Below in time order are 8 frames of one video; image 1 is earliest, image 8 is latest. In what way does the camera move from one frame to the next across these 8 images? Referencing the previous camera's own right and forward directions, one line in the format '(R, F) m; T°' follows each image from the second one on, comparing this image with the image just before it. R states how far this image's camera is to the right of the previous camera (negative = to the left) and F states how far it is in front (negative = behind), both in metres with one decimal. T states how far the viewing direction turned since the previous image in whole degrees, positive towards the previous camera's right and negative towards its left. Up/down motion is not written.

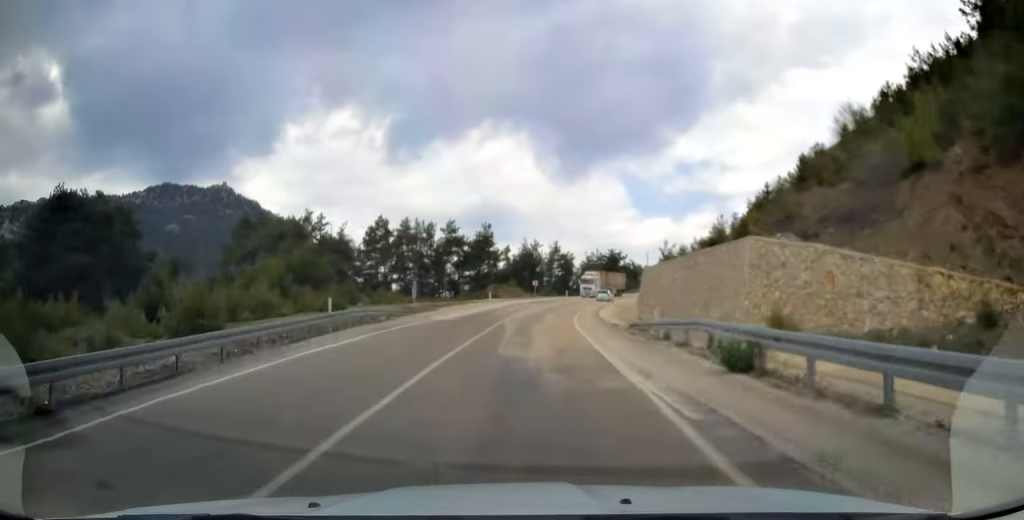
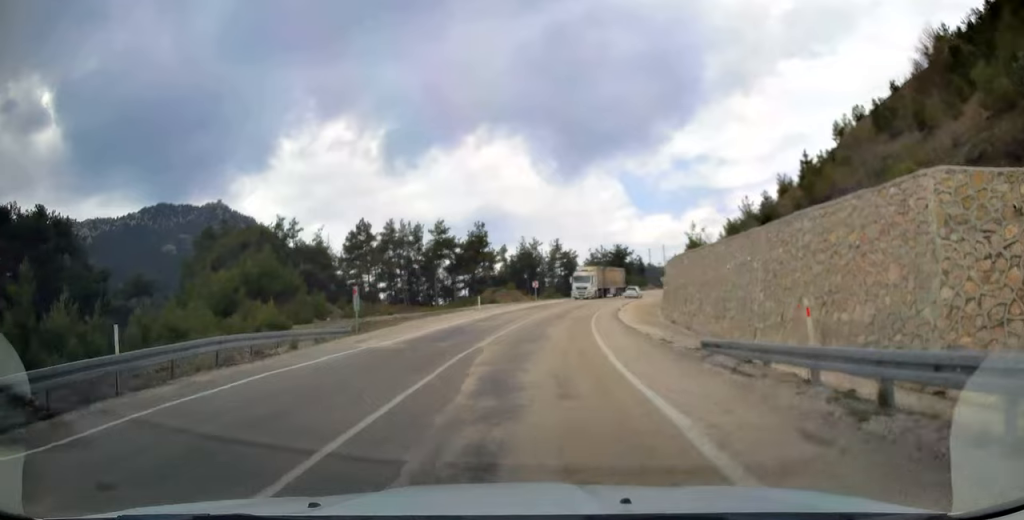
(-0.2, +12.3) m; -1°
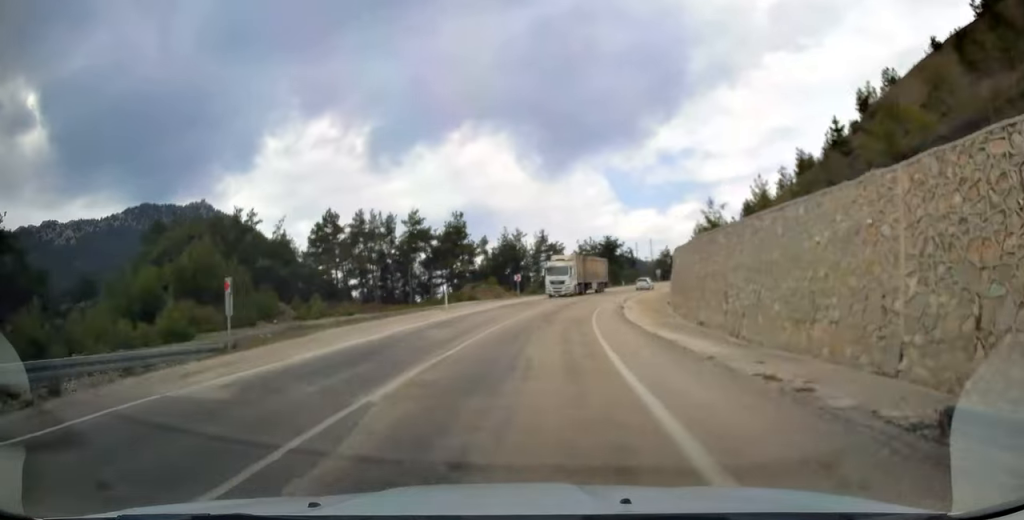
(-0.1, +10.2) m; +1°
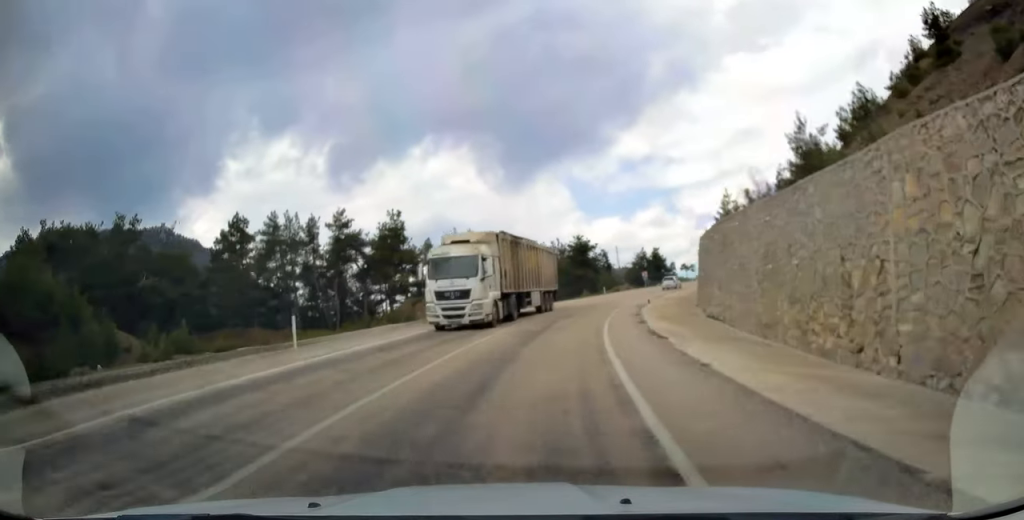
(+0.5, +20.9) m; +5°
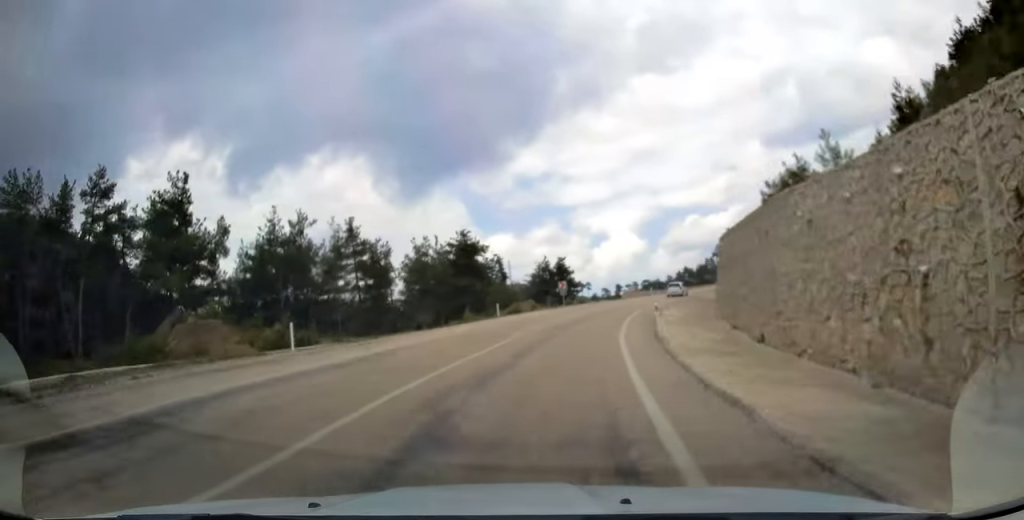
(+3.0, +32.5) m; +12°
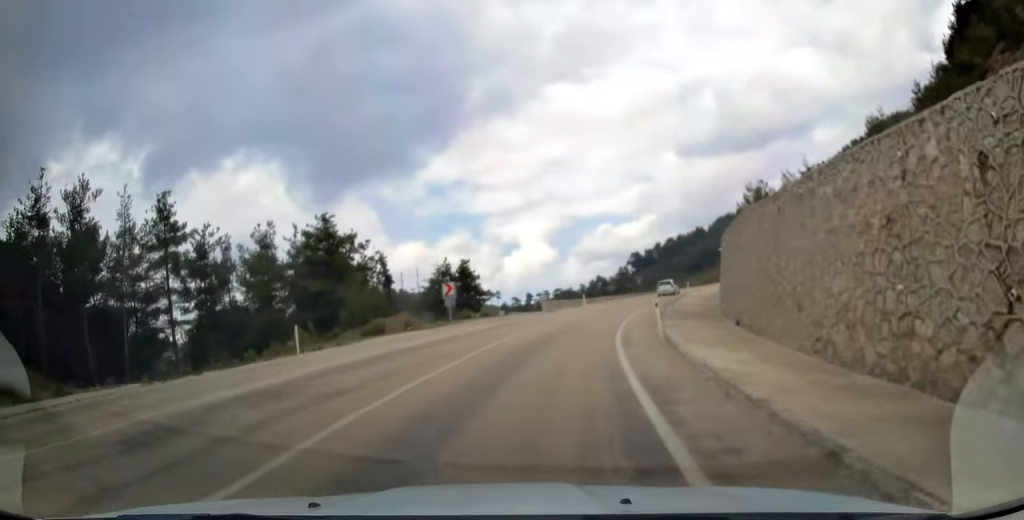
(+1.6, +22.5) m; +9°
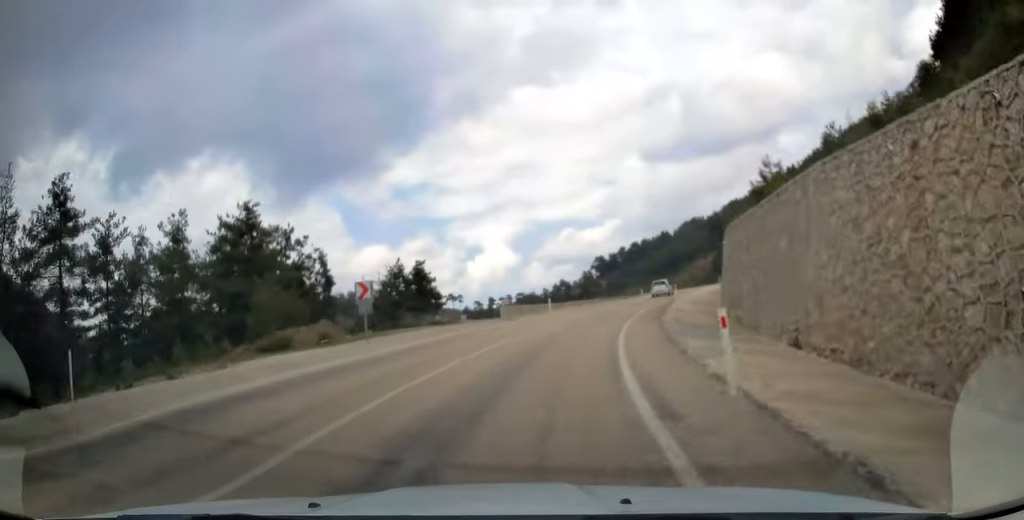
(+0.6, +9.2) m; +3°
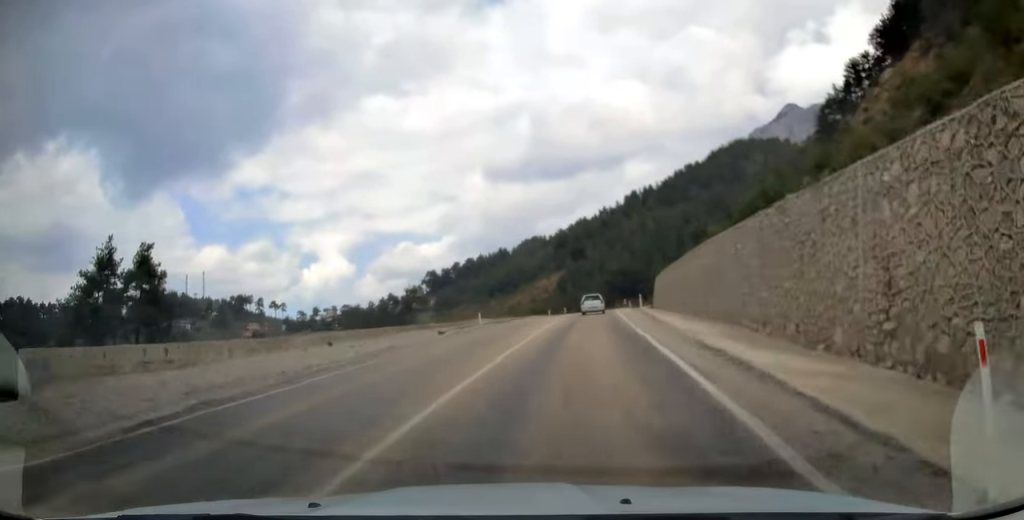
(+5.3, +41.3) m; +14°
